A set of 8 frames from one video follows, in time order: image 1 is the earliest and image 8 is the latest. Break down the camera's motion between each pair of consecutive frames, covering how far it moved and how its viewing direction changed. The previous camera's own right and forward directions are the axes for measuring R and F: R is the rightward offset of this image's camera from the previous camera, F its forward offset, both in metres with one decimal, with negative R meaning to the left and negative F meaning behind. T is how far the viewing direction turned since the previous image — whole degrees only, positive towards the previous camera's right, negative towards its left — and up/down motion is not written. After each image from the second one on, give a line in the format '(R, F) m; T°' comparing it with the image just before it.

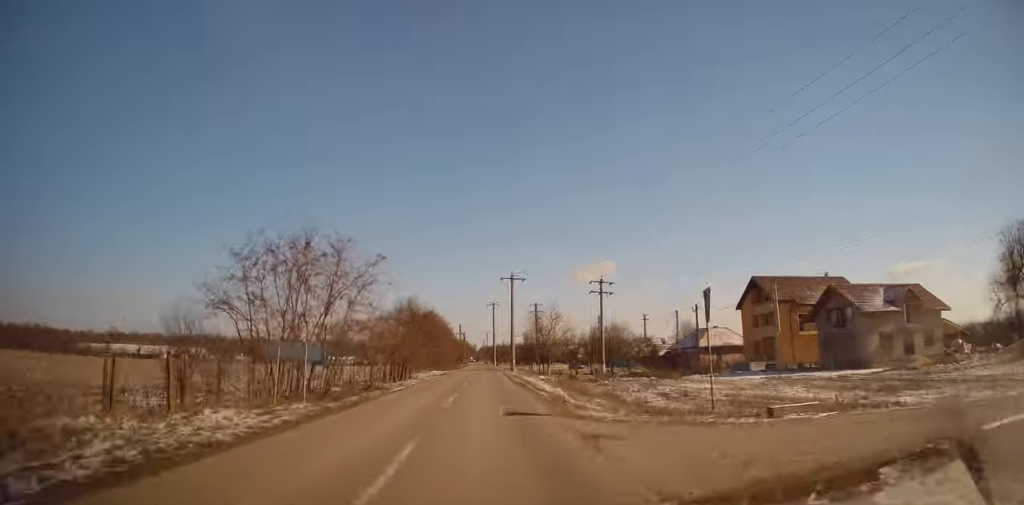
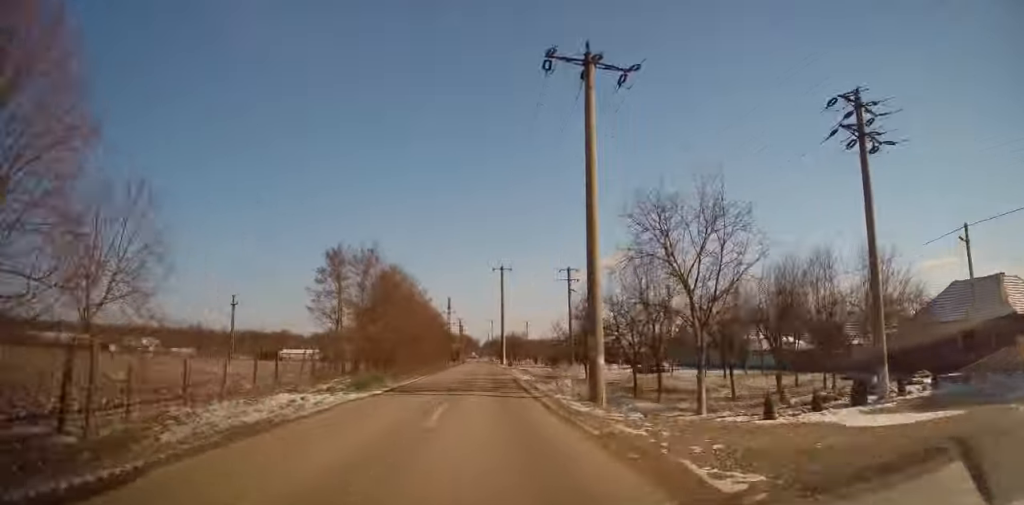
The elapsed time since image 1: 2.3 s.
(+0.3, +49.9) m; -1°
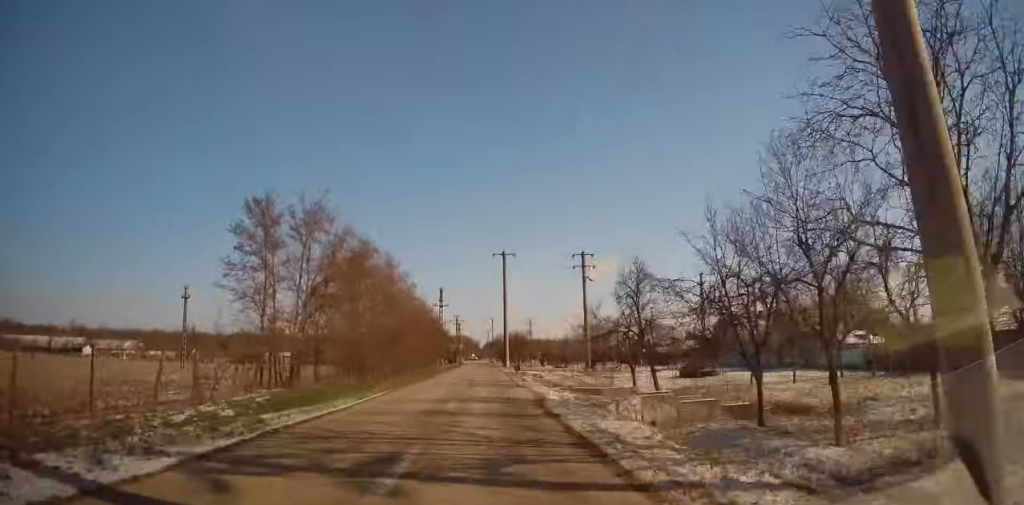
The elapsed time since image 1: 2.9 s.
(-0.4, +13.8) m; -1°
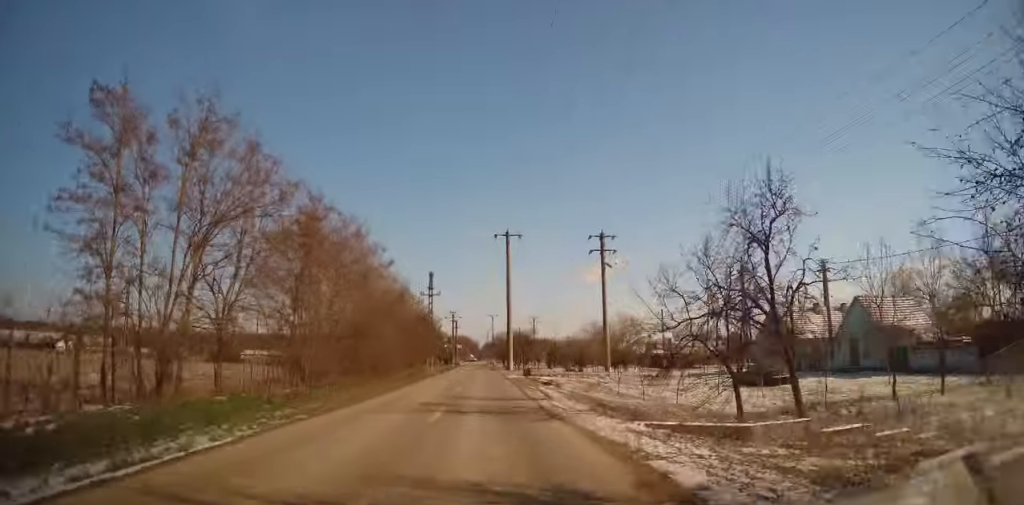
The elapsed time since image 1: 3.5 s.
(+0.2, +12.3) m; +1°
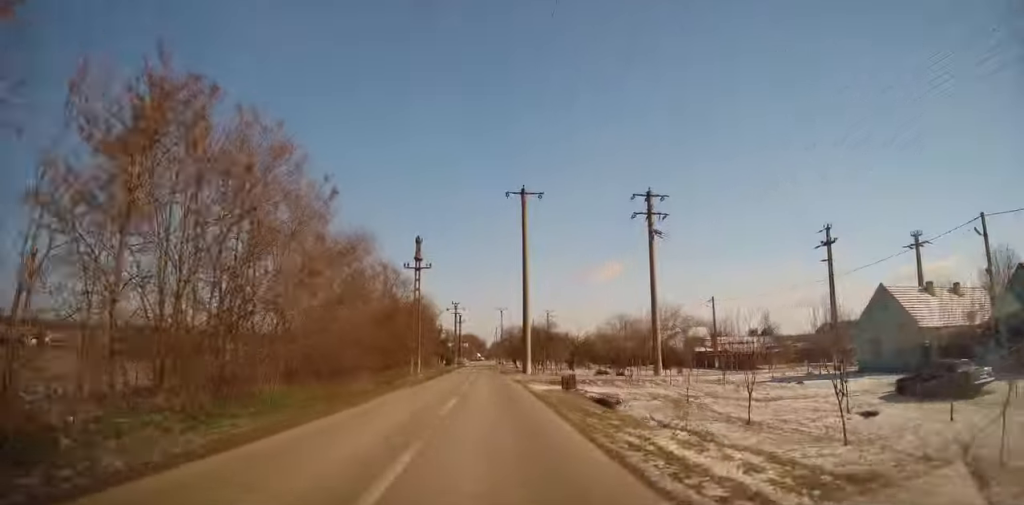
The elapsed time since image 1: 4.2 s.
(+0.1, +15.7) m; +1°
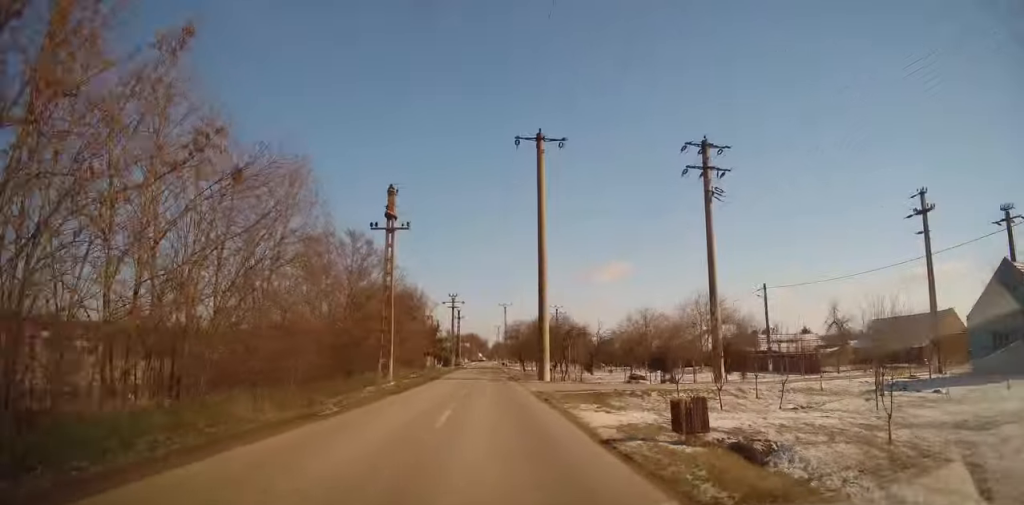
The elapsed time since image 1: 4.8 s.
(0.0, +12.0) m; 0°
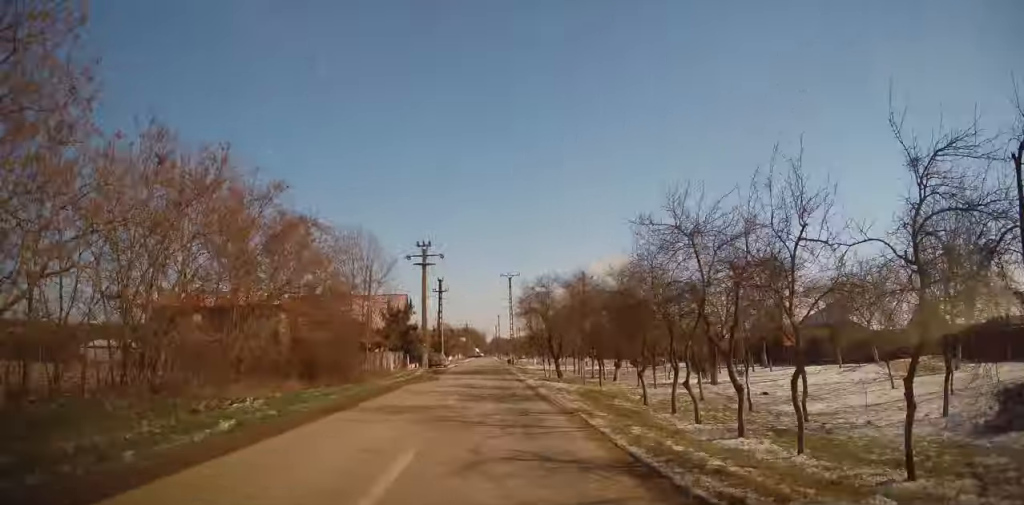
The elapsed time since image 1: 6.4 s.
(-0.6, +33.5) m; -1°
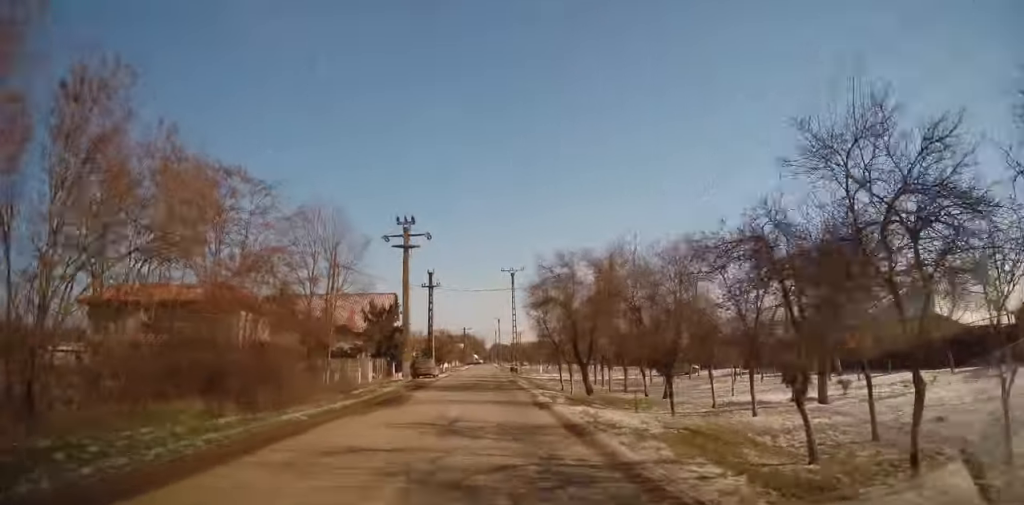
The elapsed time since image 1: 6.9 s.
(-0.2, +10.0) m; 0°
